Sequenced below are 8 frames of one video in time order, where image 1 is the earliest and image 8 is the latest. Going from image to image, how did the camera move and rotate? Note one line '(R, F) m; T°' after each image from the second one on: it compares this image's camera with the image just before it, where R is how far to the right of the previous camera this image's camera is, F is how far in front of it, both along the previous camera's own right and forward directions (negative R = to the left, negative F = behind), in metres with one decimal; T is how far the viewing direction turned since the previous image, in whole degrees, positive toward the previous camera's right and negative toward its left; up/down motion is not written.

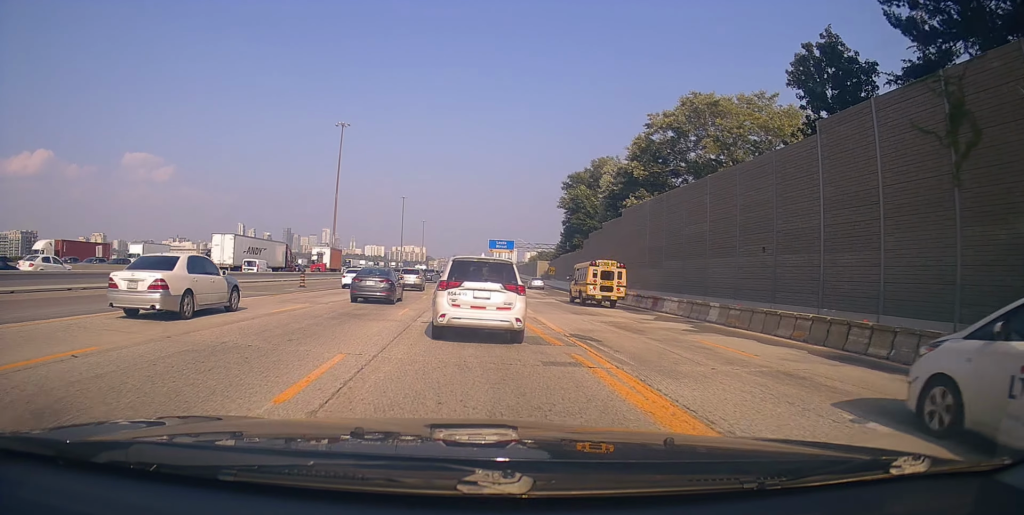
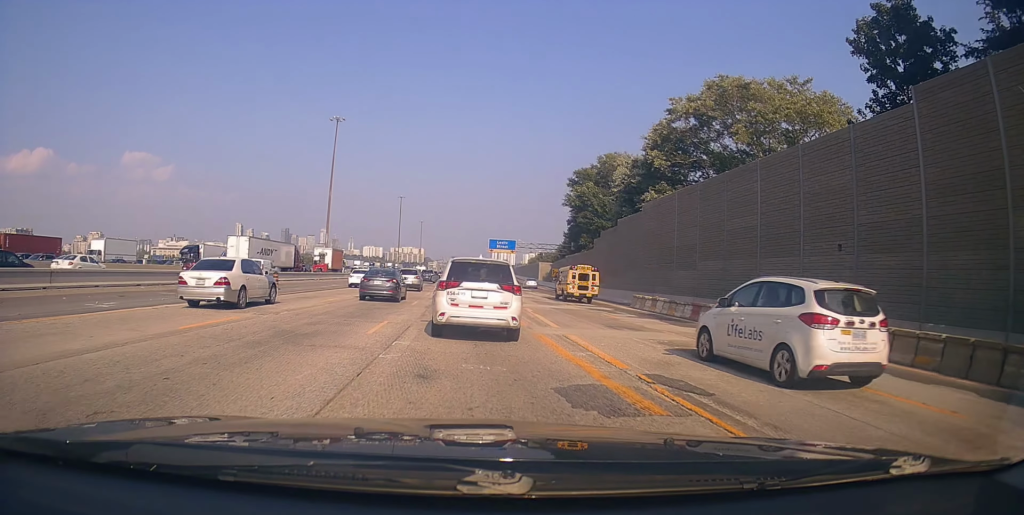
(-0.4, +6.0) m; 0°
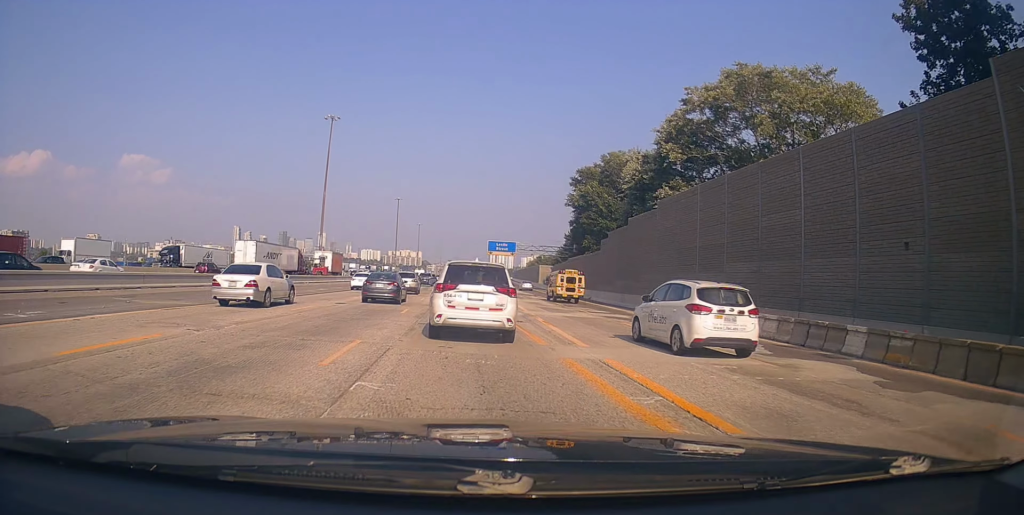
(+0.1, +3.9) m; +1°
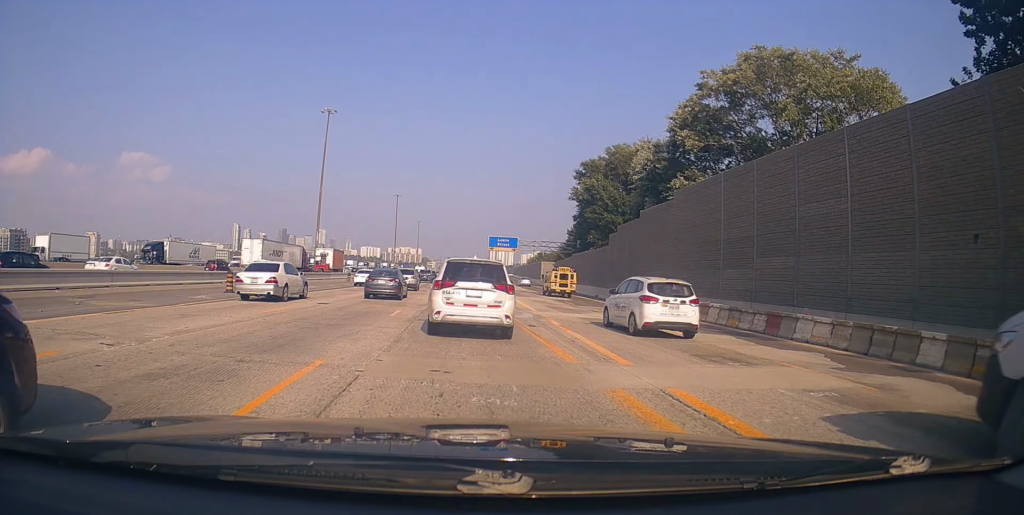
(+0.1, +3.1) m; +1°
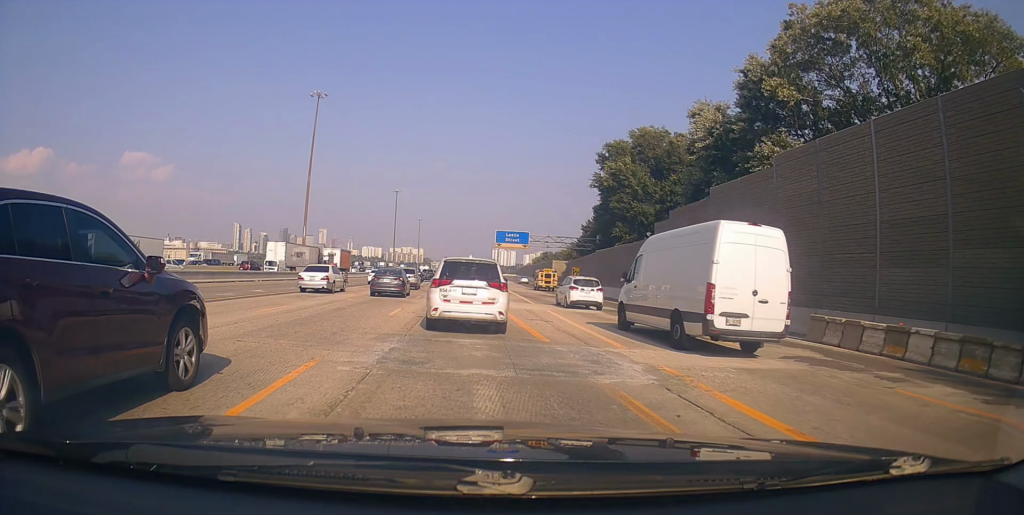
(0.0, +12.0) m; -3°
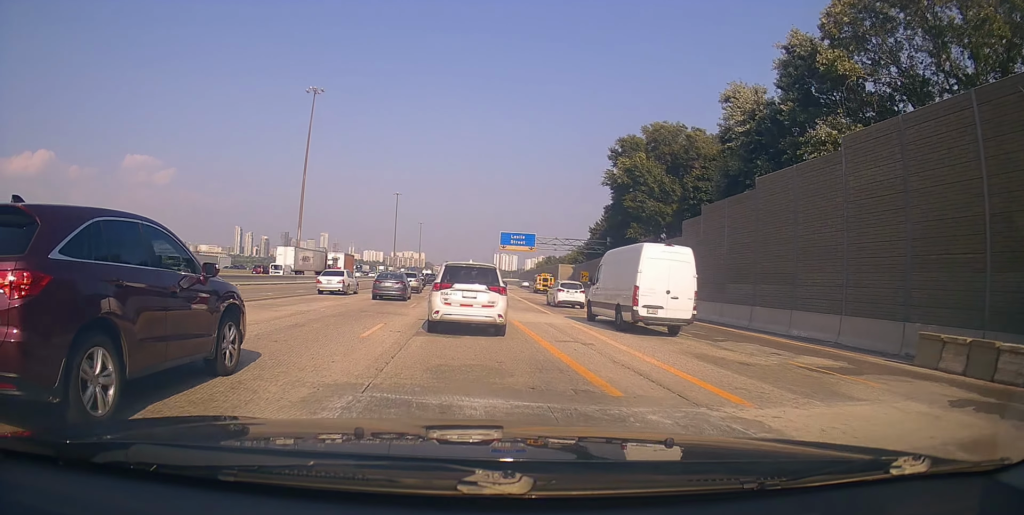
(-0.2, +5.1) m; -2°
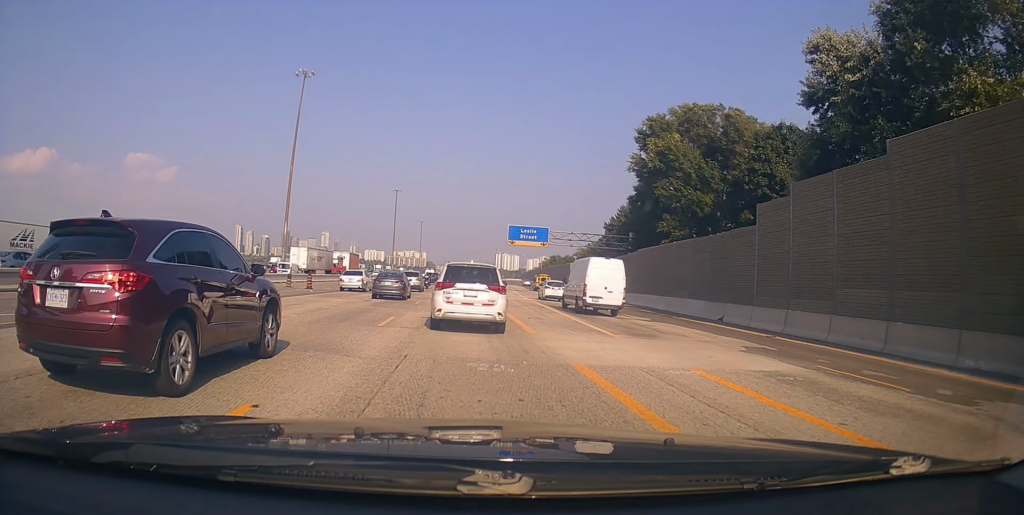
(-0.1, +9.4) m; +3°
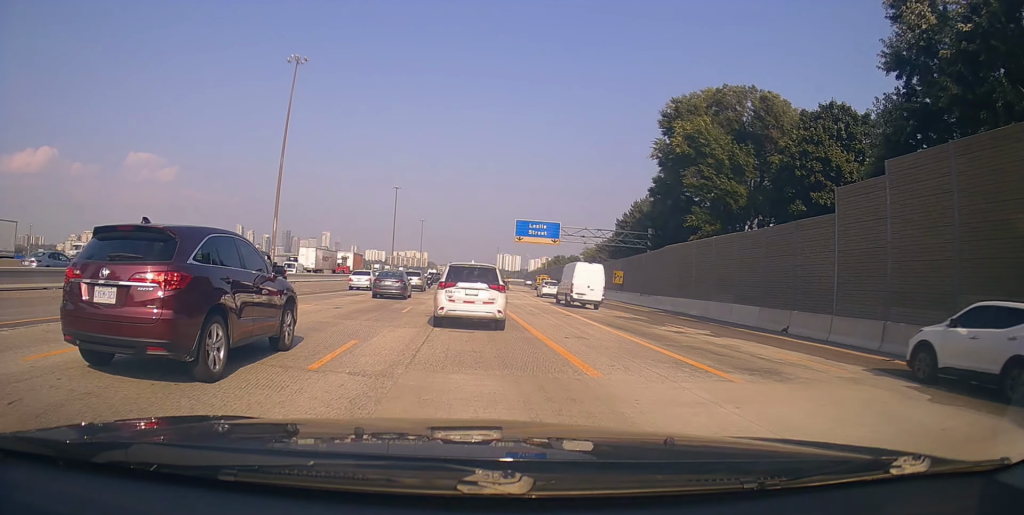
(+0.4, +6.7) m; 0°
